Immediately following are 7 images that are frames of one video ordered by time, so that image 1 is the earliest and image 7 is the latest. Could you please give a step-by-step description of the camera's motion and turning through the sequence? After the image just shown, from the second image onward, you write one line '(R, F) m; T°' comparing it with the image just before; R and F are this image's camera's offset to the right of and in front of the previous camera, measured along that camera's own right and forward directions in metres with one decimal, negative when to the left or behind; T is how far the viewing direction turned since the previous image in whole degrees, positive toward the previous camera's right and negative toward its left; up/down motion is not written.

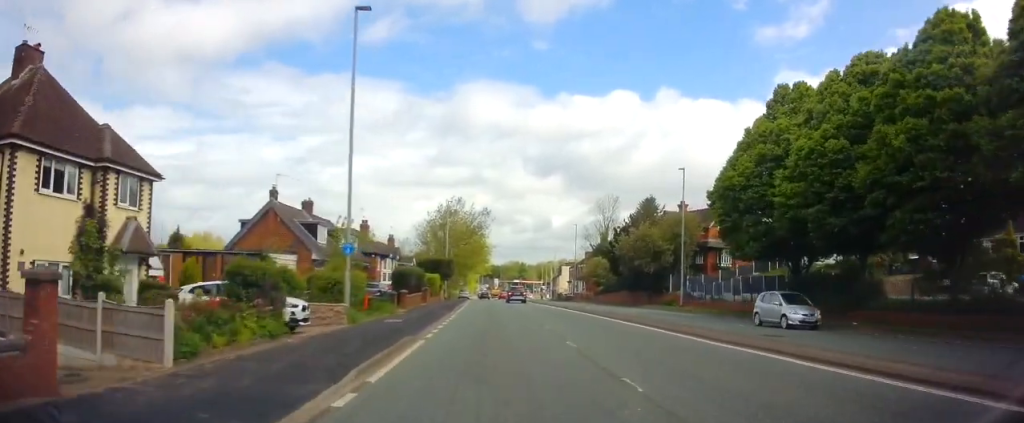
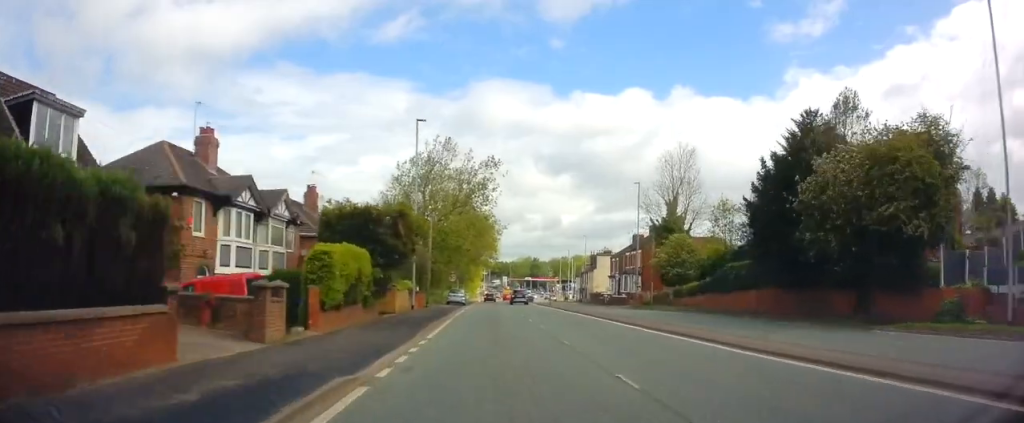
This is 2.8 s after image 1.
(-0.3, +35.5) m; 0°
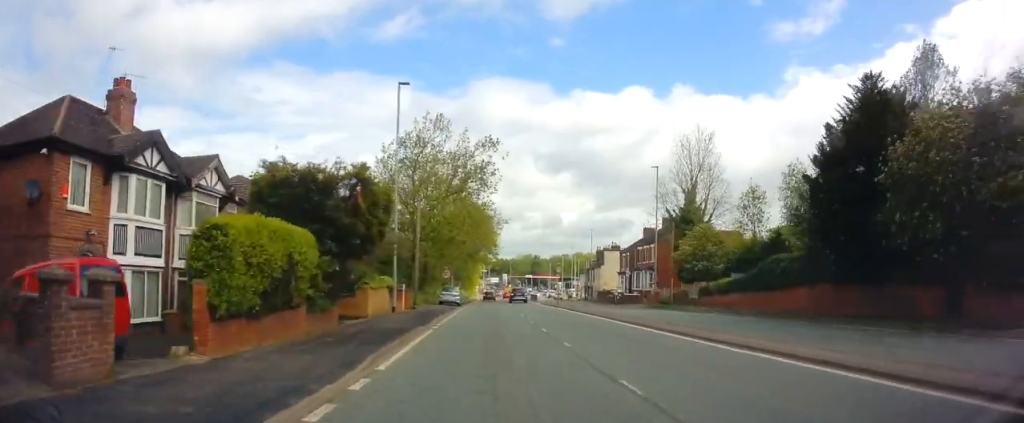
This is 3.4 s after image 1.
(+0.1, +6.6) m; 0°
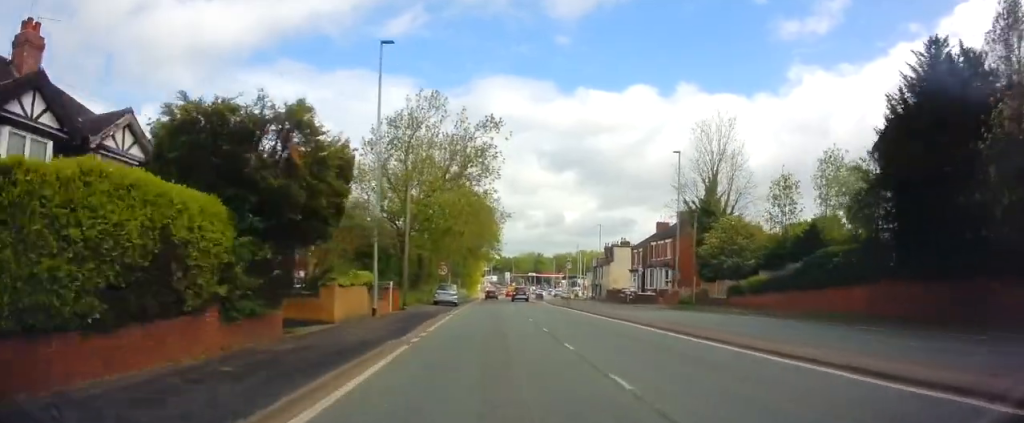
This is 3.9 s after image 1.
(0.0, +5.4) m; 0°
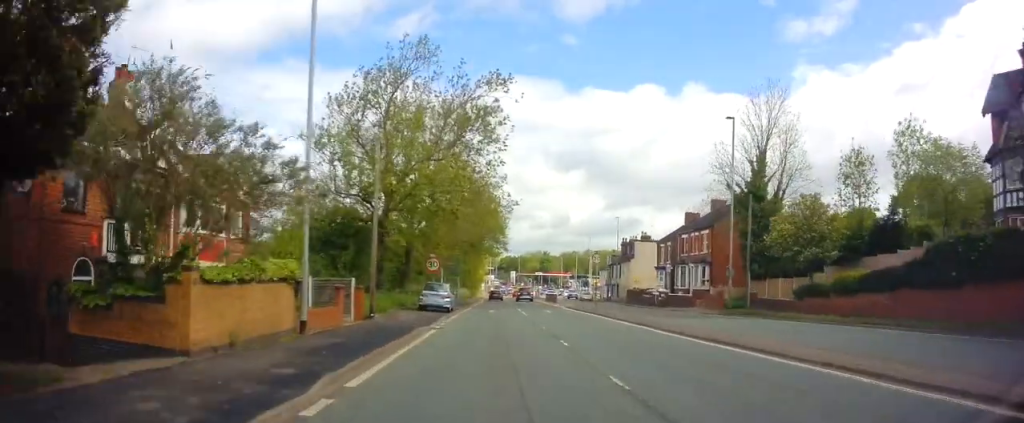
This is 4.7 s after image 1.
(0.0, +9.8) m; -1°
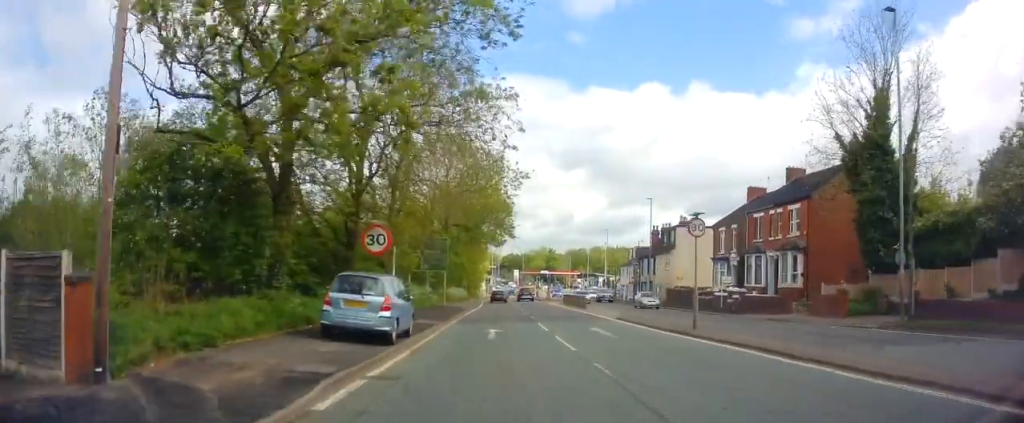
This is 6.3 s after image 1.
(-0.2, +16.6) m; -1°
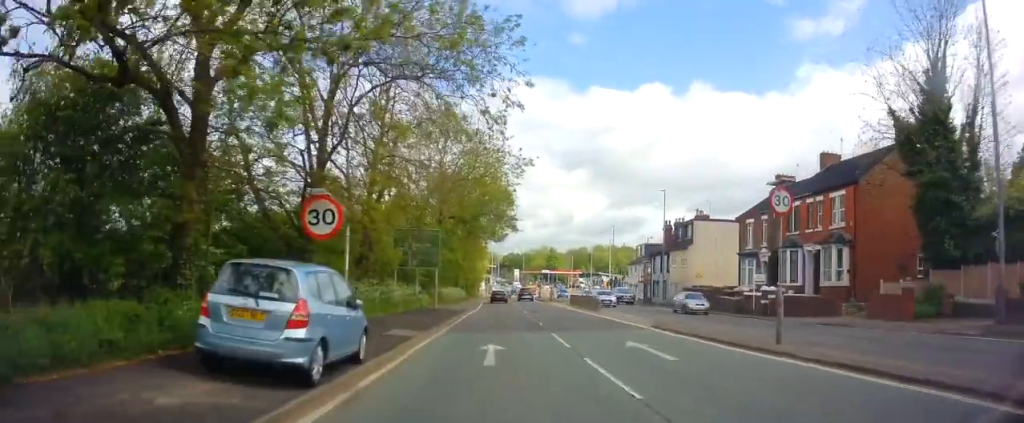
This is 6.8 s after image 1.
(0.0, +5.5) m; 0°
